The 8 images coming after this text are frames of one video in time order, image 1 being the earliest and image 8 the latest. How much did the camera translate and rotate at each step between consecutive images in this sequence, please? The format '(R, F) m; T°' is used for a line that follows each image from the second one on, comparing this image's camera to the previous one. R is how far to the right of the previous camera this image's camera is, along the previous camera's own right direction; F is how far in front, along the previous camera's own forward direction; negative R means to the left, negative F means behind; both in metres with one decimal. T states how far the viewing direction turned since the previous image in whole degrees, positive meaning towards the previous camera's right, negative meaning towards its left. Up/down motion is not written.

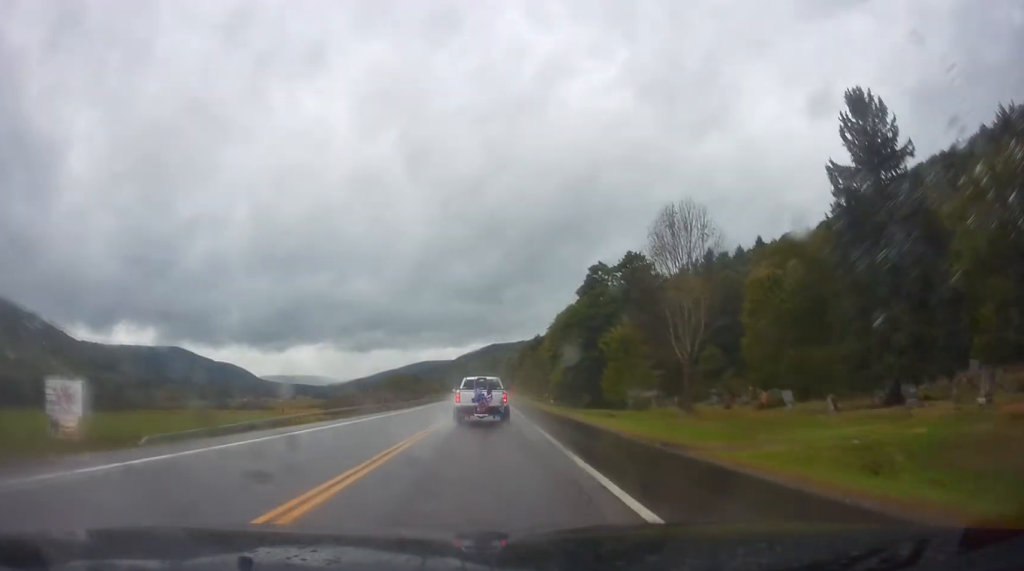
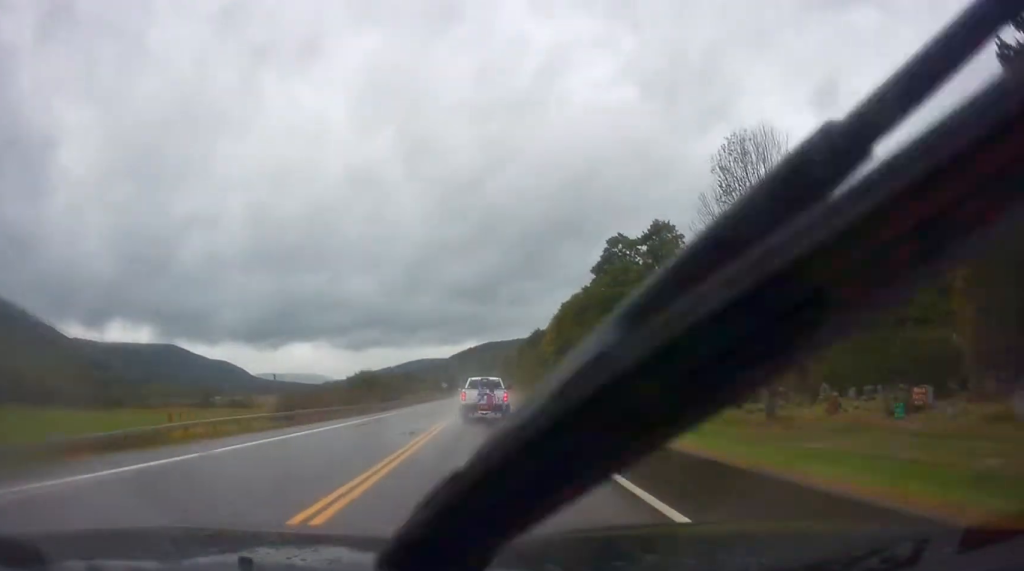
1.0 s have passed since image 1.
(+0.5, +18.1) m; 0°
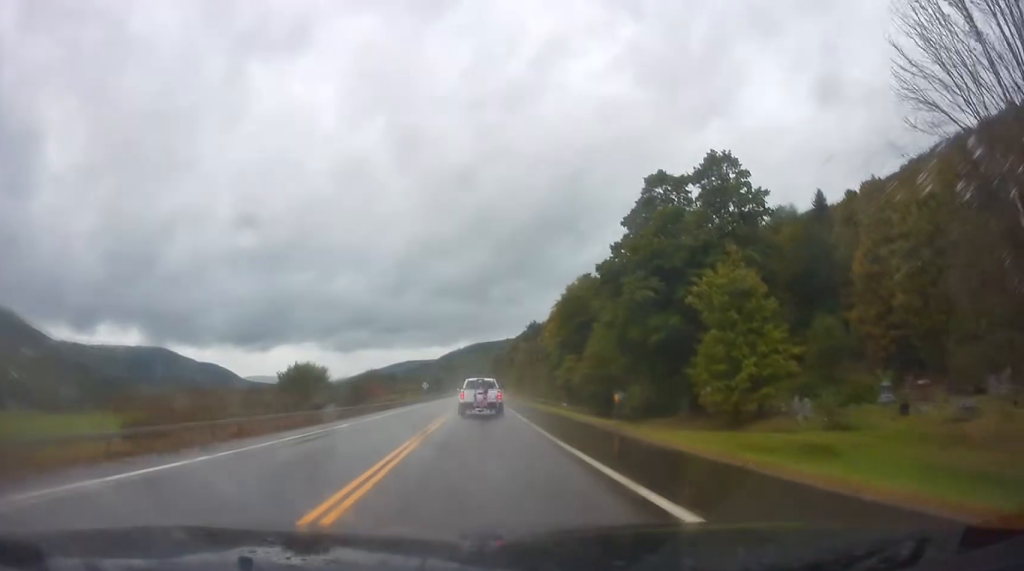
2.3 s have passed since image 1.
(-0.5, +24.5) m; 0°
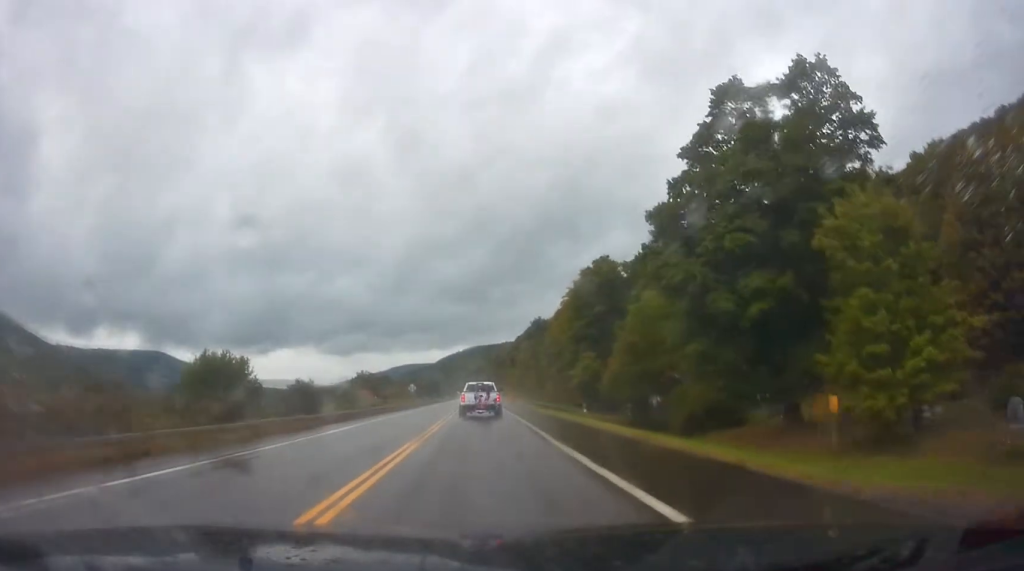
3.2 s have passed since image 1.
(+0.6, +18.5) m; -1°
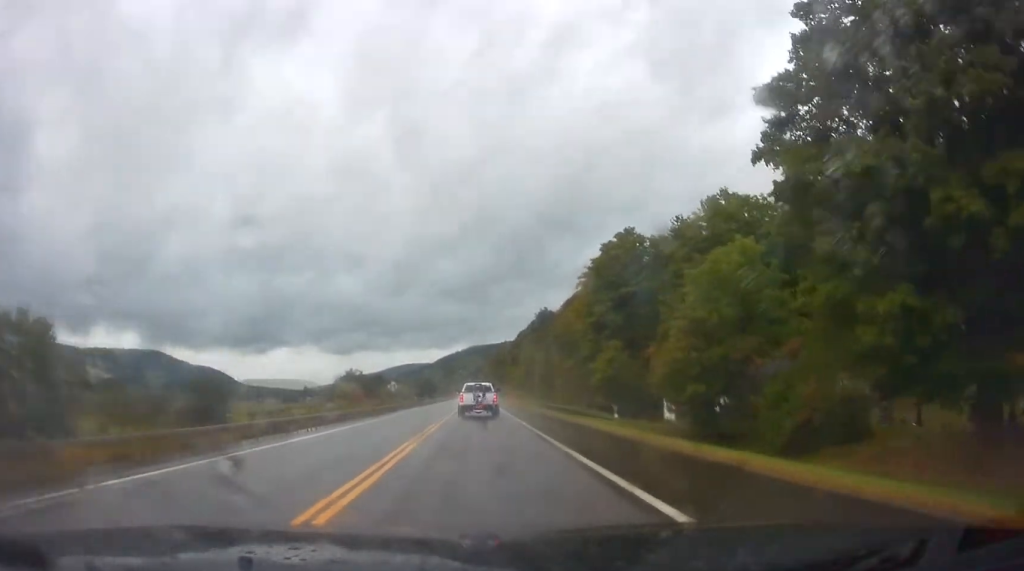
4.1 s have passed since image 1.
(-0.9, +17.5) m; 0°
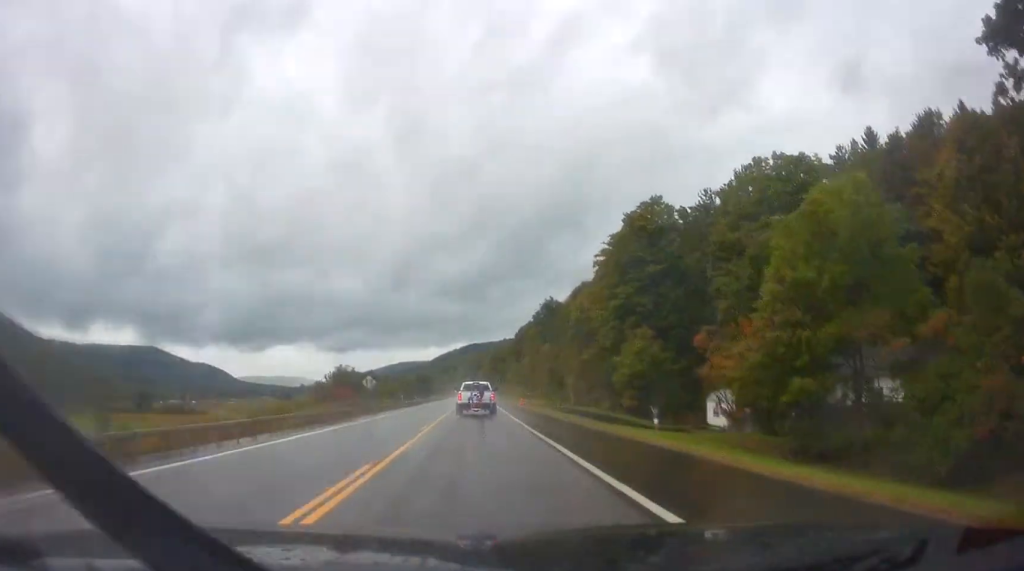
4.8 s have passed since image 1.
(+0.5, +13.0) m; 0°
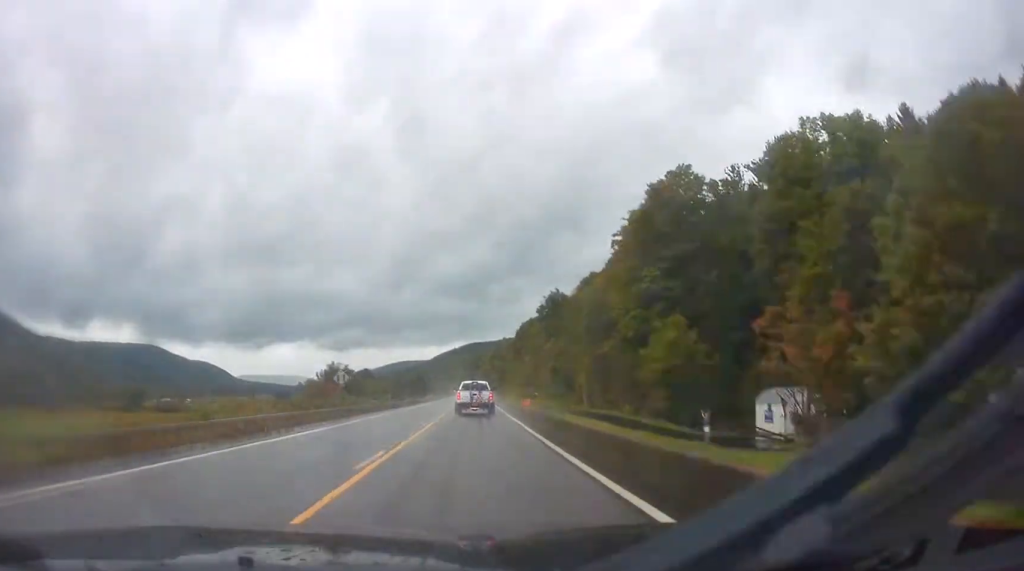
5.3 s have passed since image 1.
(+0.4, +9.8) m; 0°
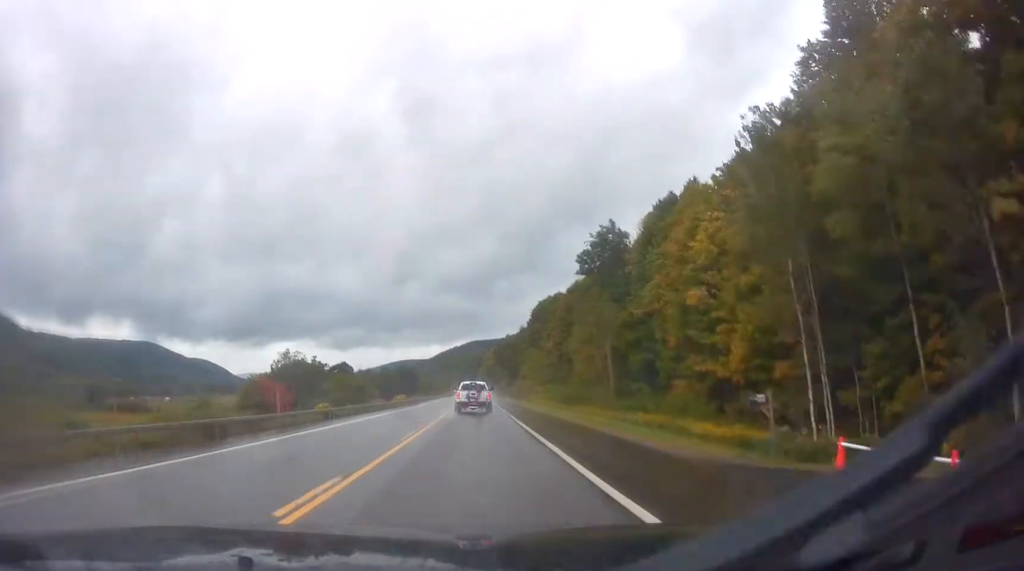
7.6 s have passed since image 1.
(-0.1, +46.0) m; +1°
